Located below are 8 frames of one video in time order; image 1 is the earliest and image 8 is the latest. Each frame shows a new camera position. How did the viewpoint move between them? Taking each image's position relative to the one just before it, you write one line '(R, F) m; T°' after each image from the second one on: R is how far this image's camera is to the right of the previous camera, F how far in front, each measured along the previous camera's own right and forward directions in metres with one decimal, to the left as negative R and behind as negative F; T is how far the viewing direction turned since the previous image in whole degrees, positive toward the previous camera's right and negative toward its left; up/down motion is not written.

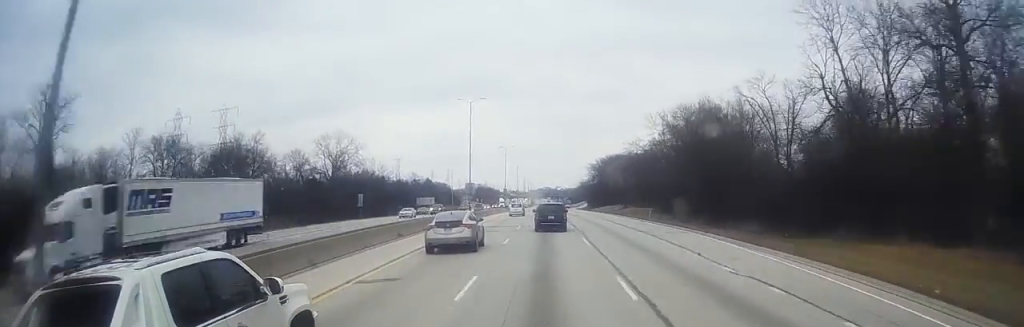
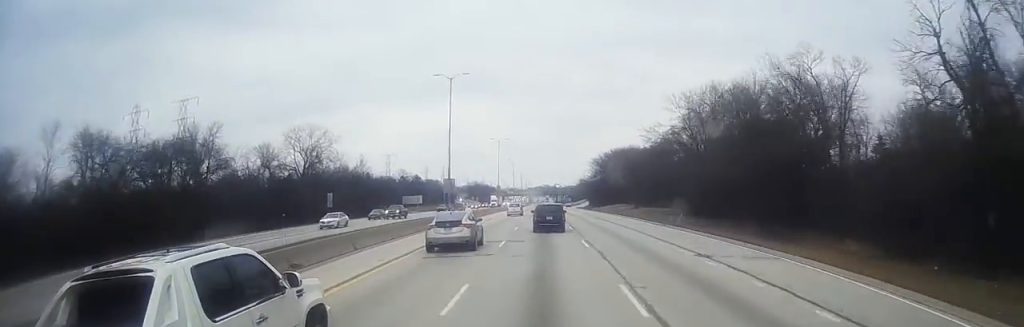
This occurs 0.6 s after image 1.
(0.0, +16.6) m; 0°
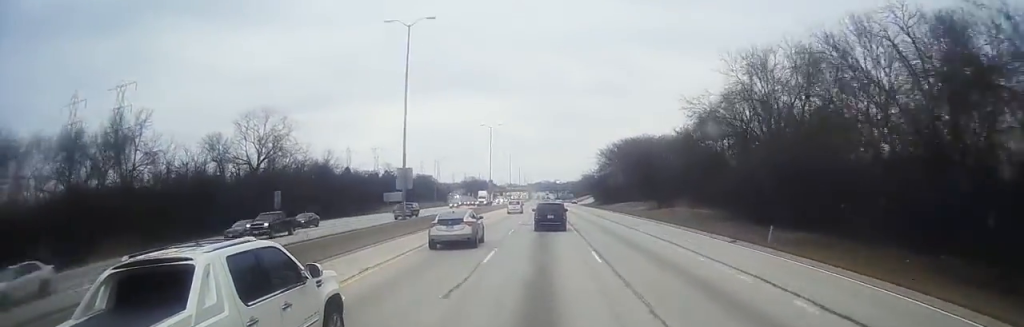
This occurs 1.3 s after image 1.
(0.0, +21.4) m; 0°
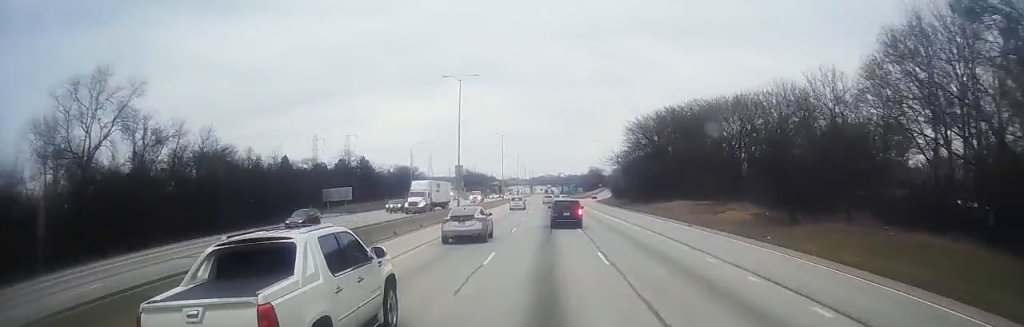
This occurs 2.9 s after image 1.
(-0.4, +45.3) m; -1°
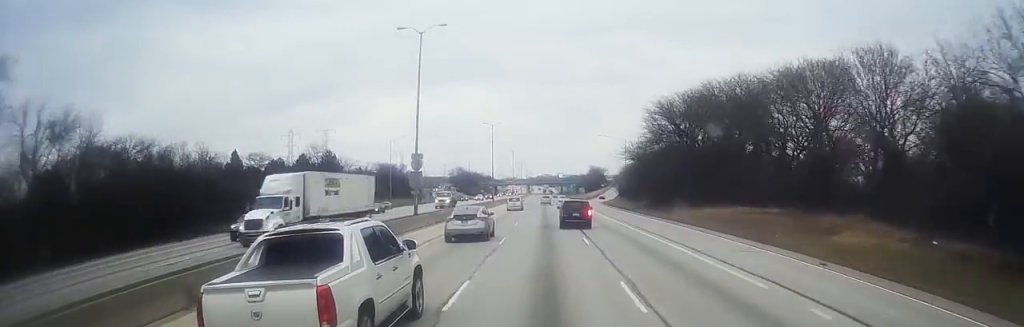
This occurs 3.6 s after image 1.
(0.0, +22.4) m; +1°
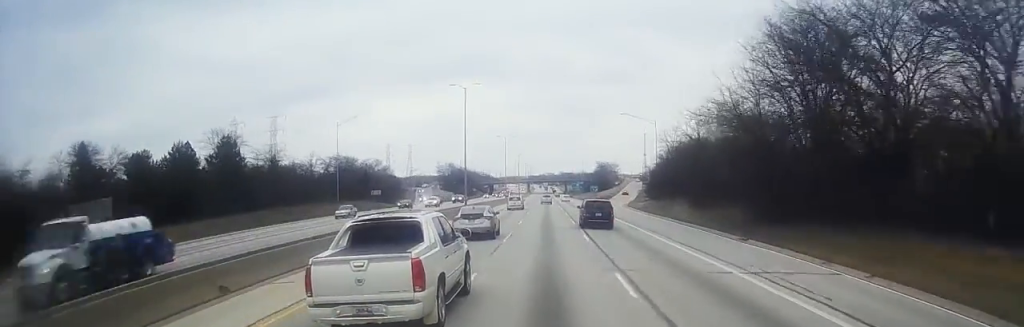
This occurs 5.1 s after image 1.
(+1.8, +43.3) m; +1°
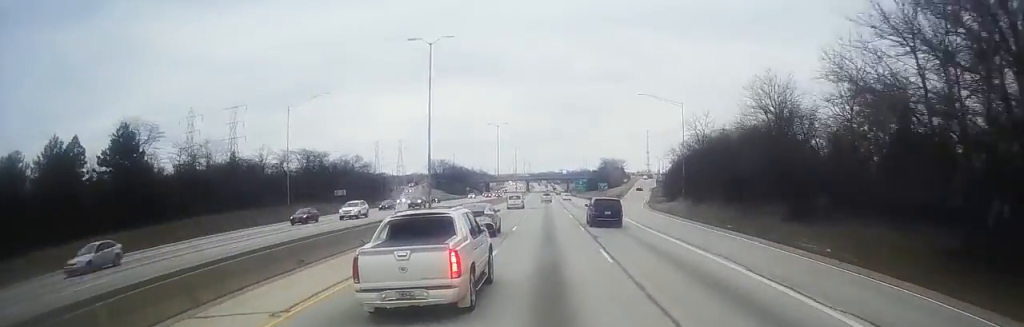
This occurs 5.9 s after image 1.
(-1.1, +24.0) m; -2°
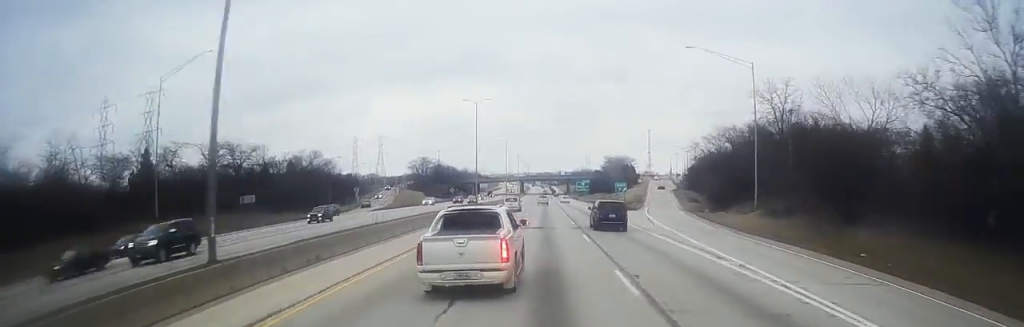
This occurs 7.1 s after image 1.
(-0.4, +35.7) m; -1°
